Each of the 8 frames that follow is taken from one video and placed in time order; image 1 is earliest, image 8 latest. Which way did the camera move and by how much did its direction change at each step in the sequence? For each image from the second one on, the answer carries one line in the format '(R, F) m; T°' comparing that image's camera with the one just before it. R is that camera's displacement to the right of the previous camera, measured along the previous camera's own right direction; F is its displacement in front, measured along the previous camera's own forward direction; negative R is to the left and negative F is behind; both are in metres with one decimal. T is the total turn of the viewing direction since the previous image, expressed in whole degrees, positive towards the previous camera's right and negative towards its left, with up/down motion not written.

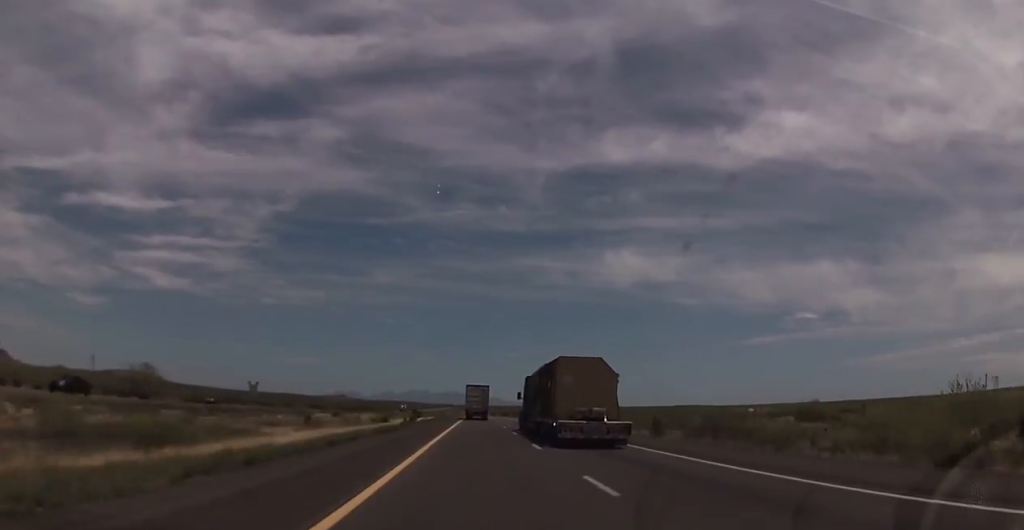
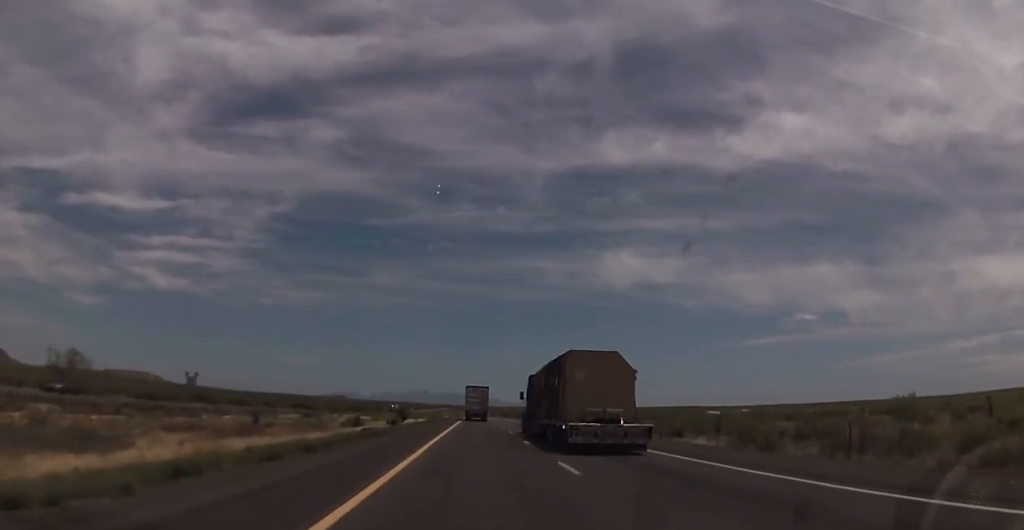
(0.0, +20.9) m; 0°
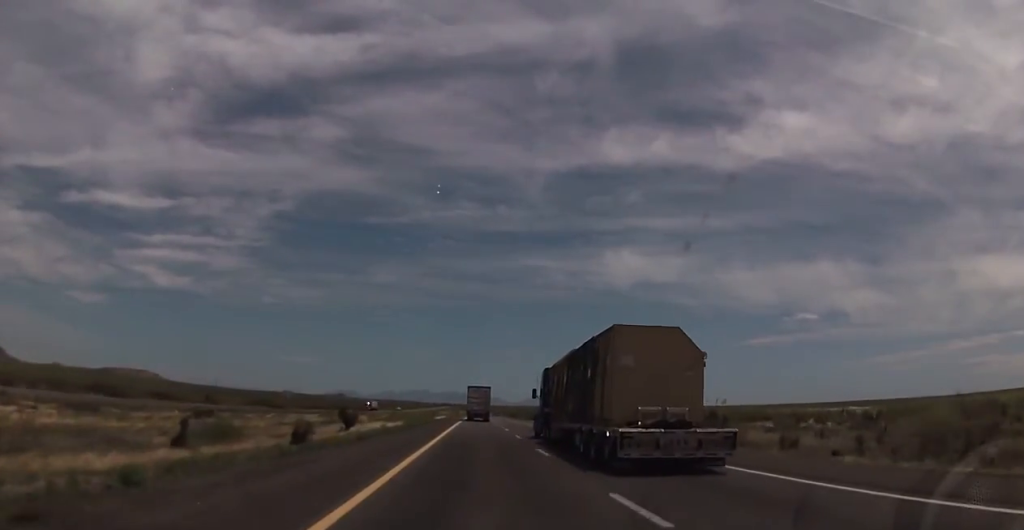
(0.0, +43.0) m; 0°
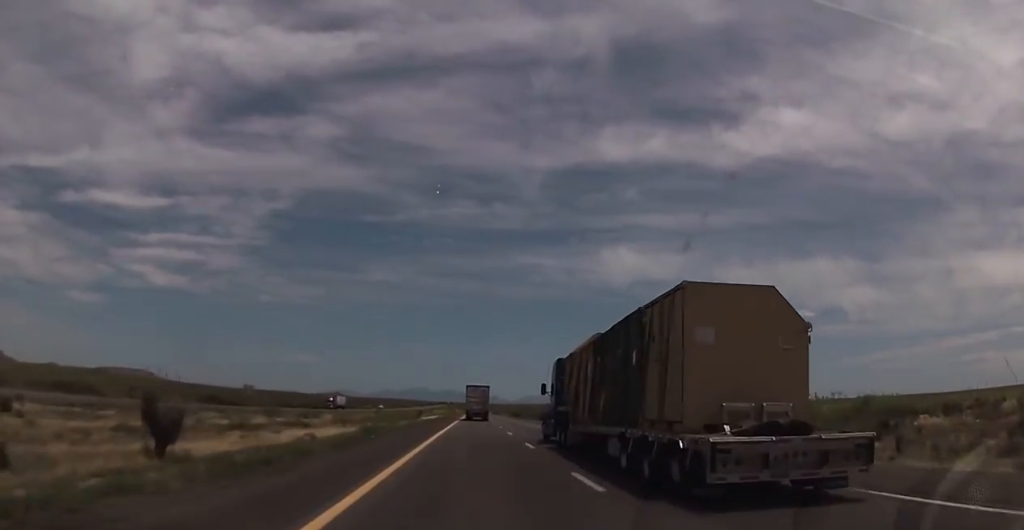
(0.0, +33.2) m; 0°
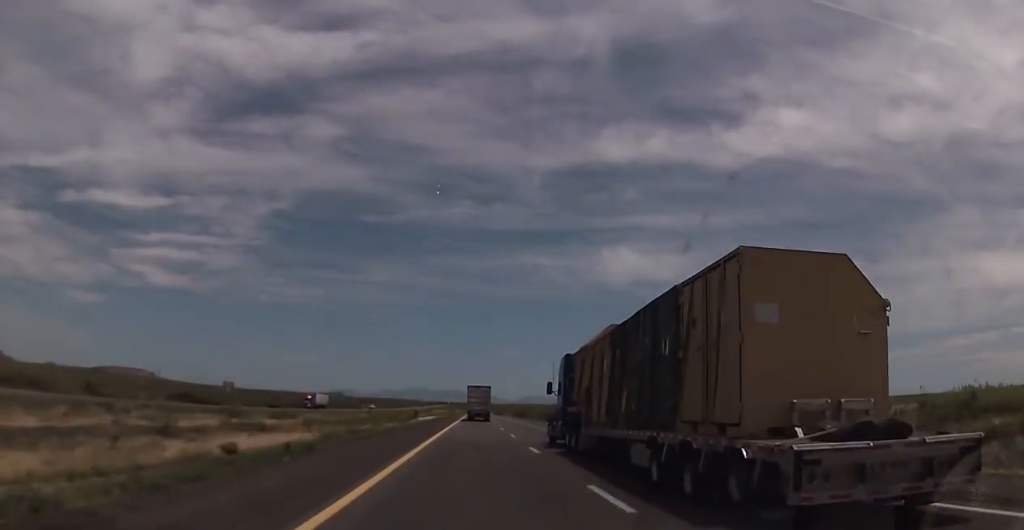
(0.0, +14.5) m; 0°
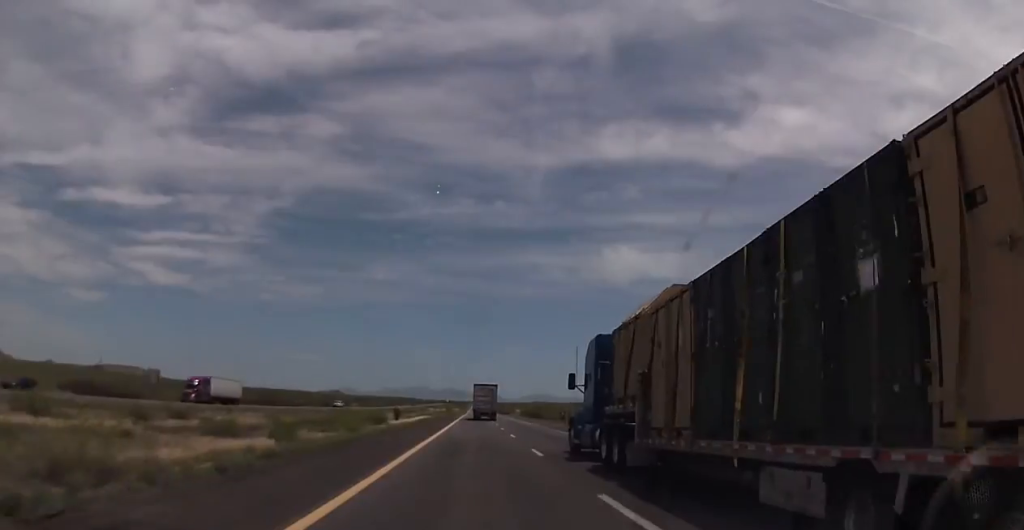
(0.0, +38.1) m; 0°
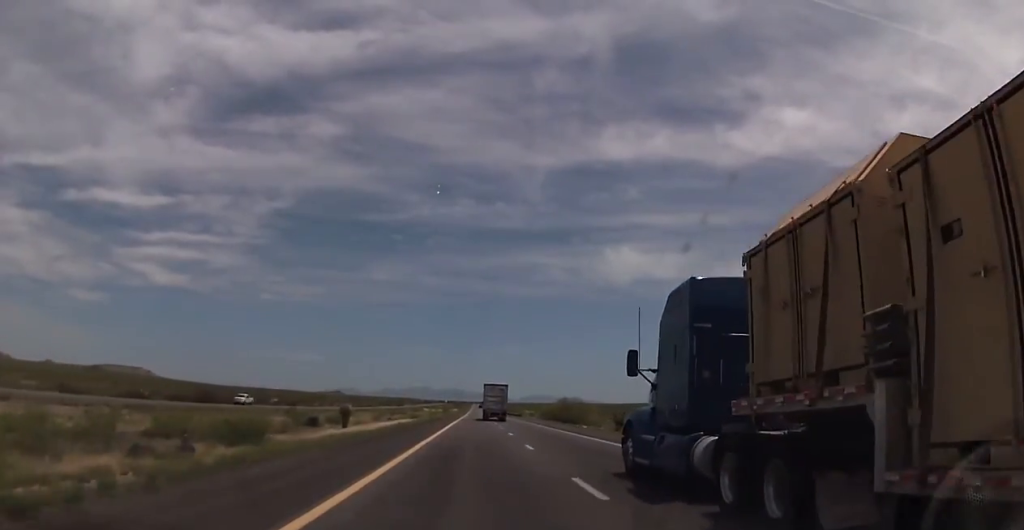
(+0.1, +46.3) m; -1°
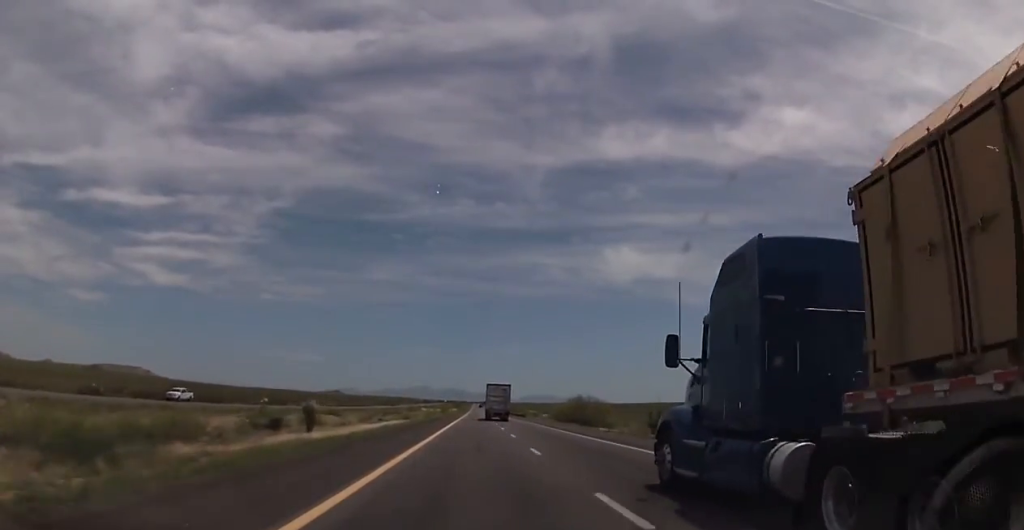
(-0.1, +14.8) m; 0°
